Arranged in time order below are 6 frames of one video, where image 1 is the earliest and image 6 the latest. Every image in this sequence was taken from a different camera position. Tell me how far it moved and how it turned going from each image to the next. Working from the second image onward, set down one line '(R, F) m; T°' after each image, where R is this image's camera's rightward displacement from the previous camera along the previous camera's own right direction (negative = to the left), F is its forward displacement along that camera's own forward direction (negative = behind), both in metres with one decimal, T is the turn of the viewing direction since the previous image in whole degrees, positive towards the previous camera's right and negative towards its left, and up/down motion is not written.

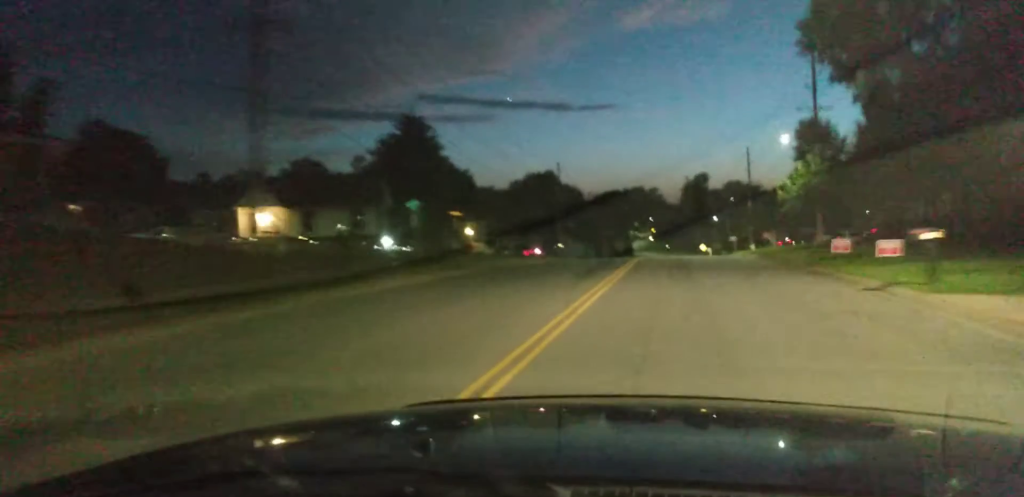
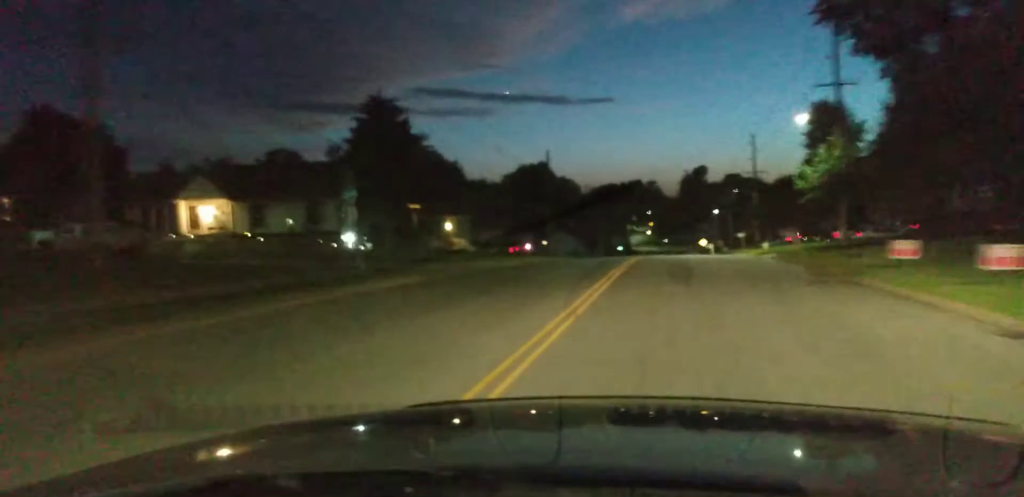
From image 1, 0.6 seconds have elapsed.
(0.0, +8.9) m; 0°
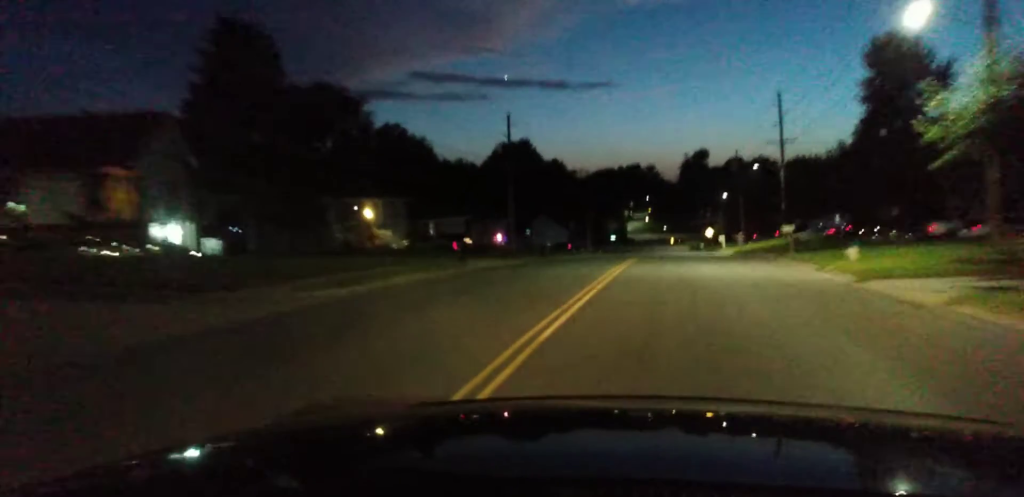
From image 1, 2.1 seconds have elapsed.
(-0.3, +23.2) m; 0°
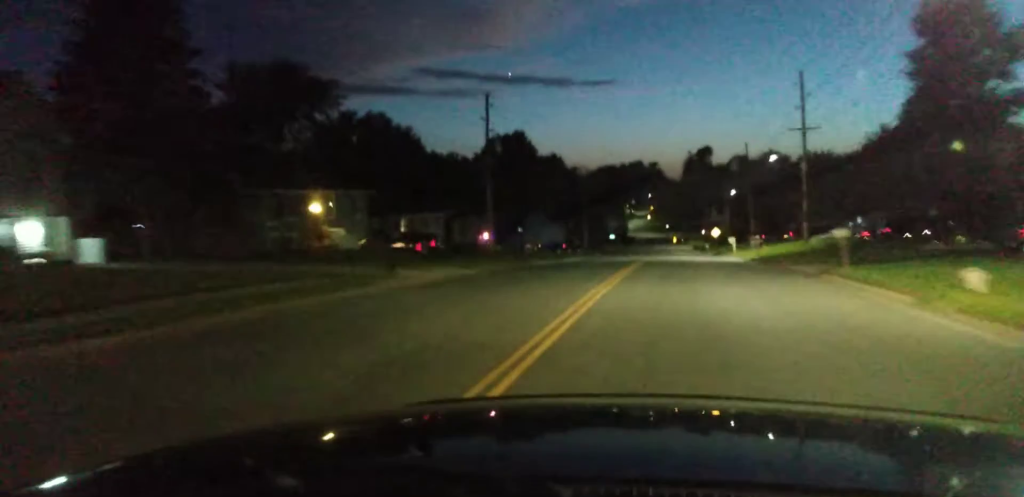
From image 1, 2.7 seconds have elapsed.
(0.0, +9.5) m; 0°
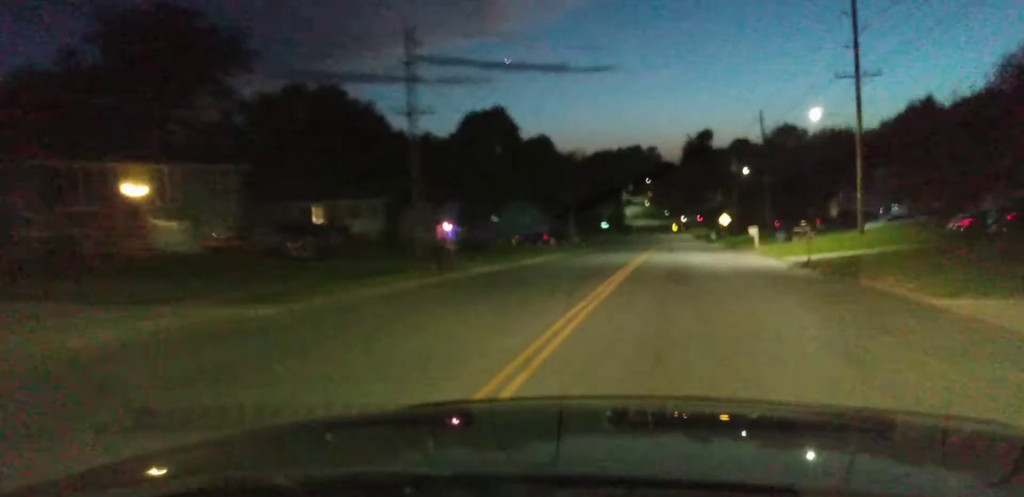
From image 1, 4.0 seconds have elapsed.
(0.0, +18.2) m; 0°
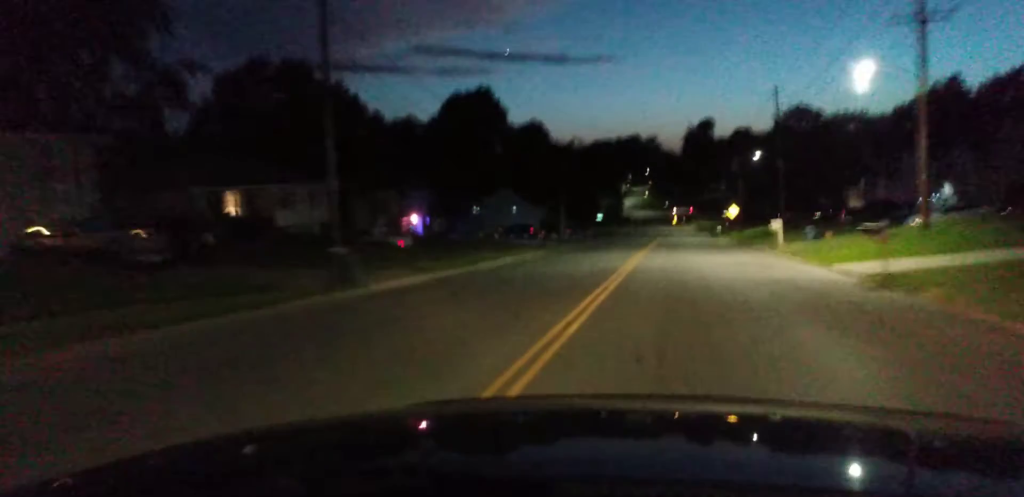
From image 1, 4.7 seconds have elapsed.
(-0.1, +11.1) m; 0°
